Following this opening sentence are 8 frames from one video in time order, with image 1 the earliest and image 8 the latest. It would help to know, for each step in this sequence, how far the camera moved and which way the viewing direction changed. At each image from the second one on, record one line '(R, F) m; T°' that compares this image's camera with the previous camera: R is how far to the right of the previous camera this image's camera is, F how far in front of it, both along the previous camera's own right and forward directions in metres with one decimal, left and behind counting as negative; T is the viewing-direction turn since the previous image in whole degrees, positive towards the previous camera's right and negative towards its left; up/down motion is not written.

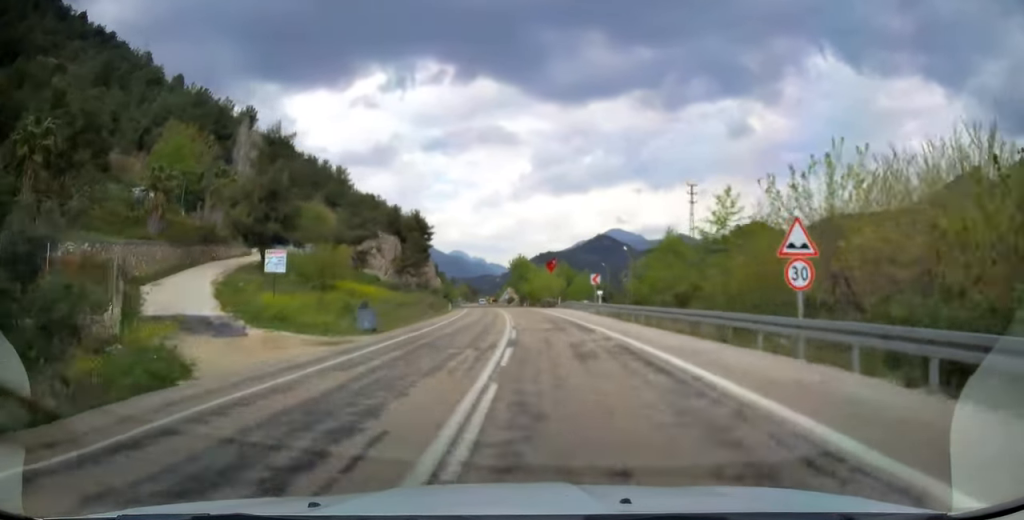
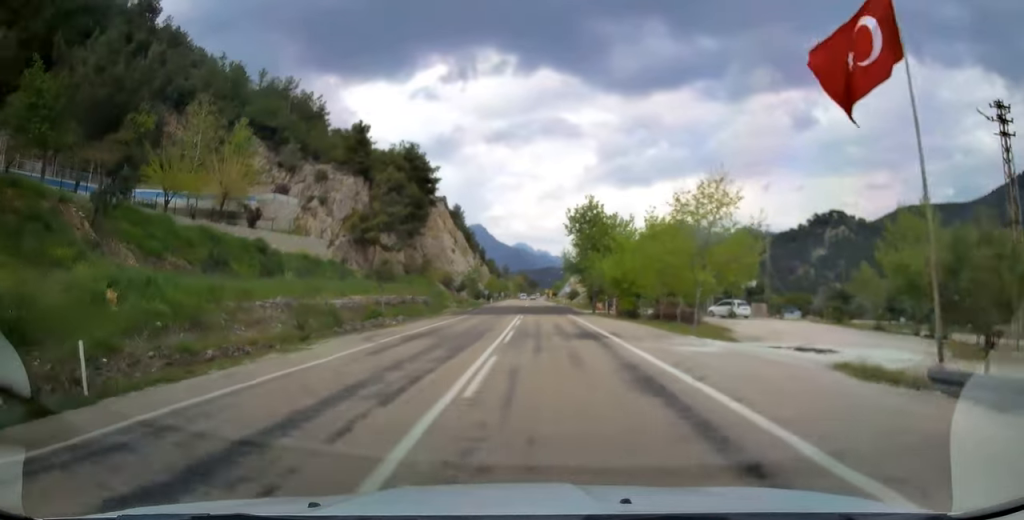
(-3.0, +58.5) m; -5°
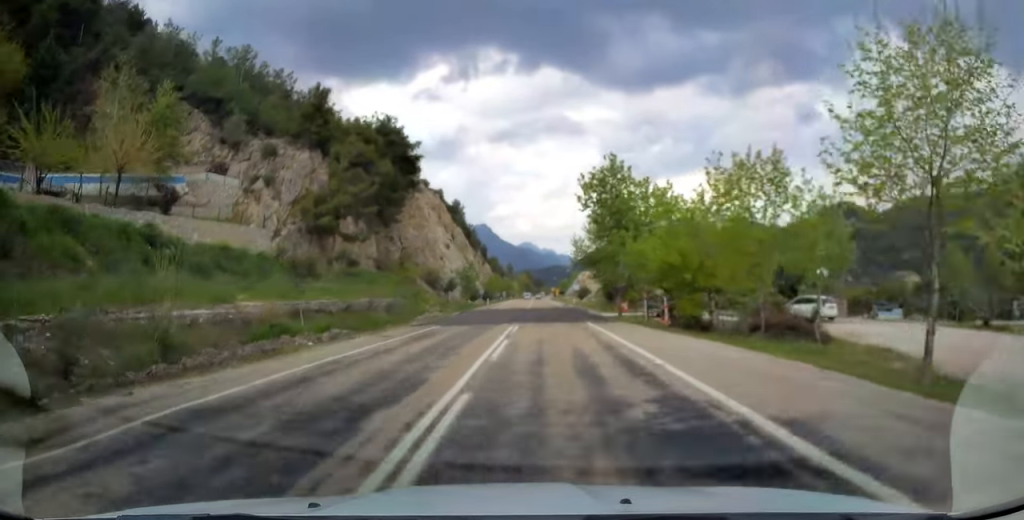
(-0.1, +14.6) m; -1°
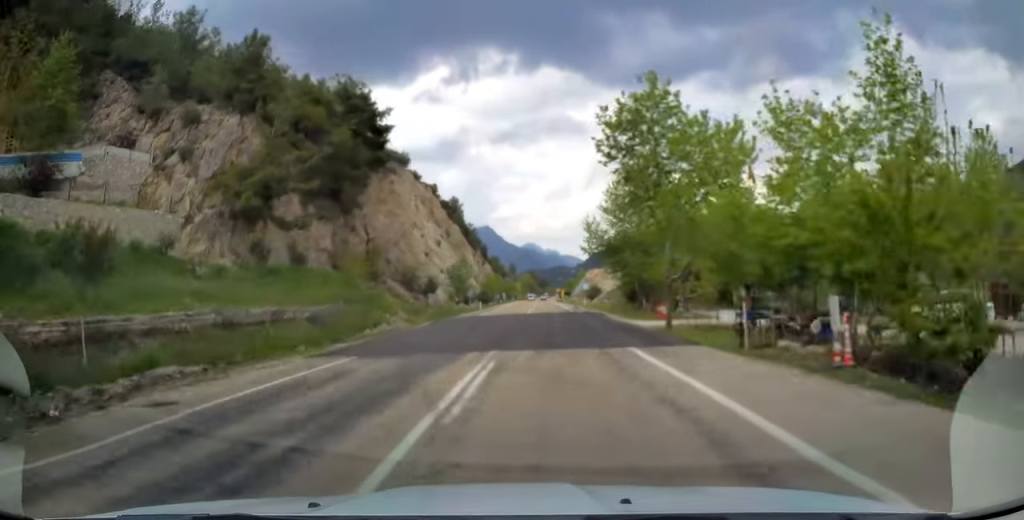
(-0.2, +13.8) m; -1°
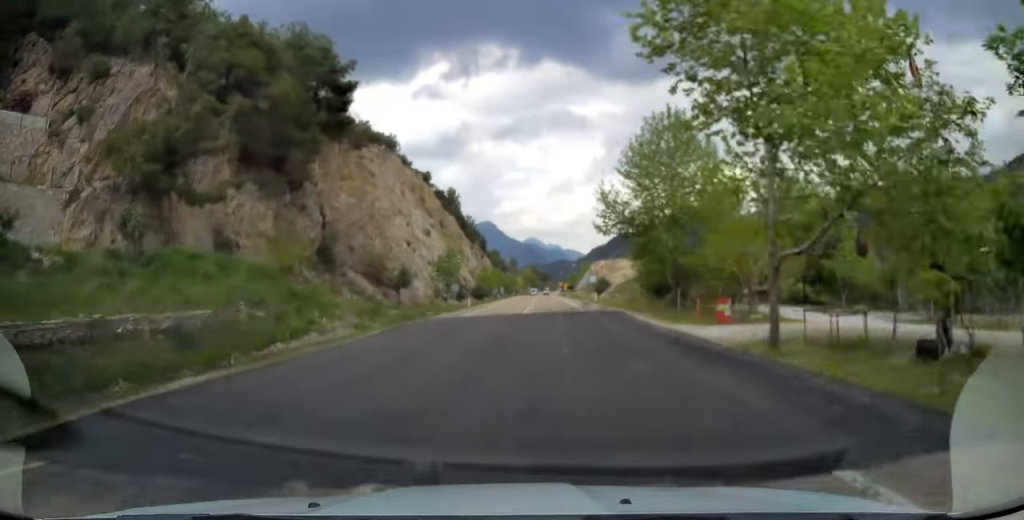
(-0.1, +10.9) m; 0°
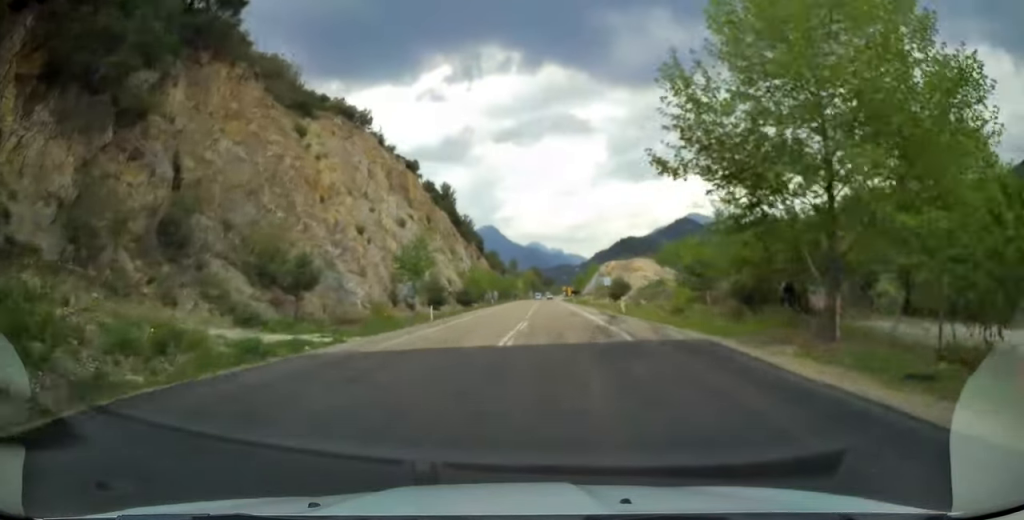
(0.0, +18.2) m; 0°
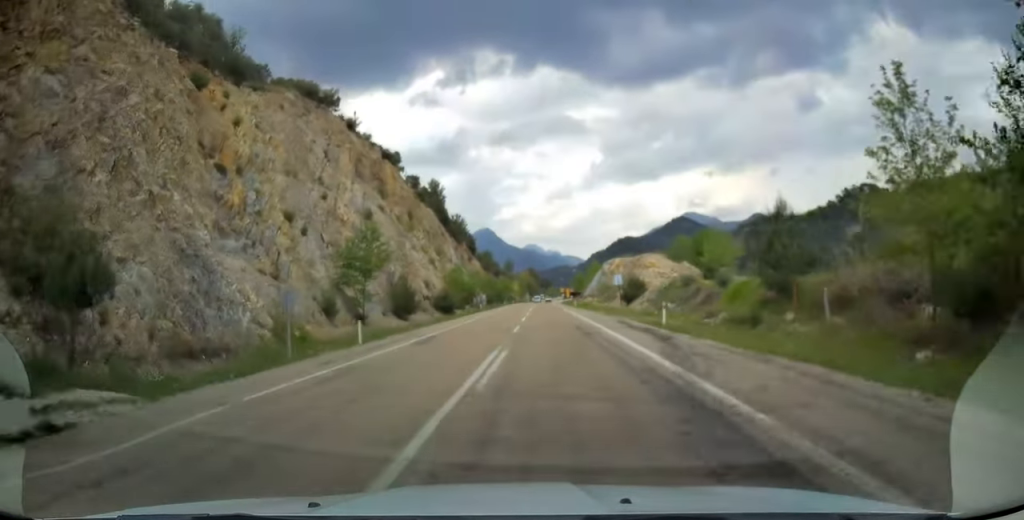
(0.0, +13.0) m; 0°
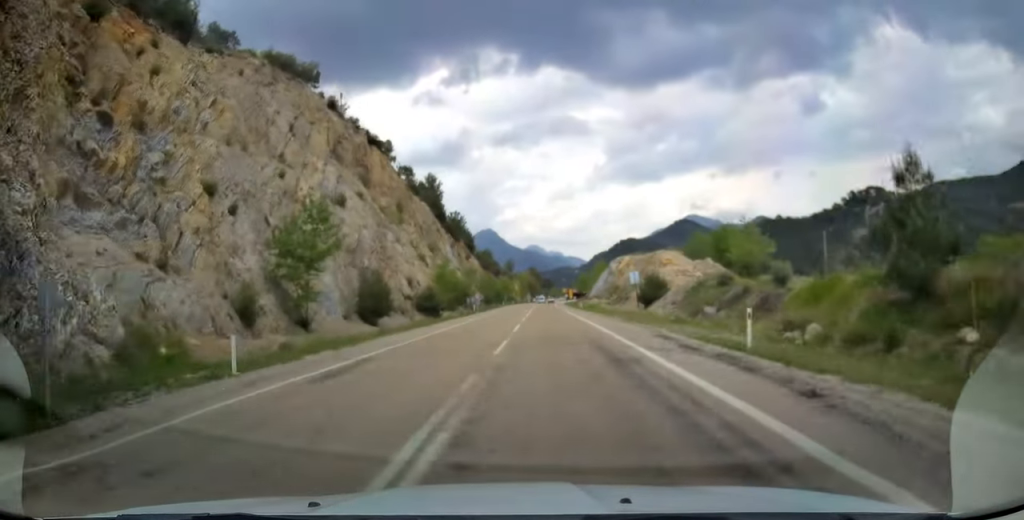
(0.0, +9.4) m; 0°
